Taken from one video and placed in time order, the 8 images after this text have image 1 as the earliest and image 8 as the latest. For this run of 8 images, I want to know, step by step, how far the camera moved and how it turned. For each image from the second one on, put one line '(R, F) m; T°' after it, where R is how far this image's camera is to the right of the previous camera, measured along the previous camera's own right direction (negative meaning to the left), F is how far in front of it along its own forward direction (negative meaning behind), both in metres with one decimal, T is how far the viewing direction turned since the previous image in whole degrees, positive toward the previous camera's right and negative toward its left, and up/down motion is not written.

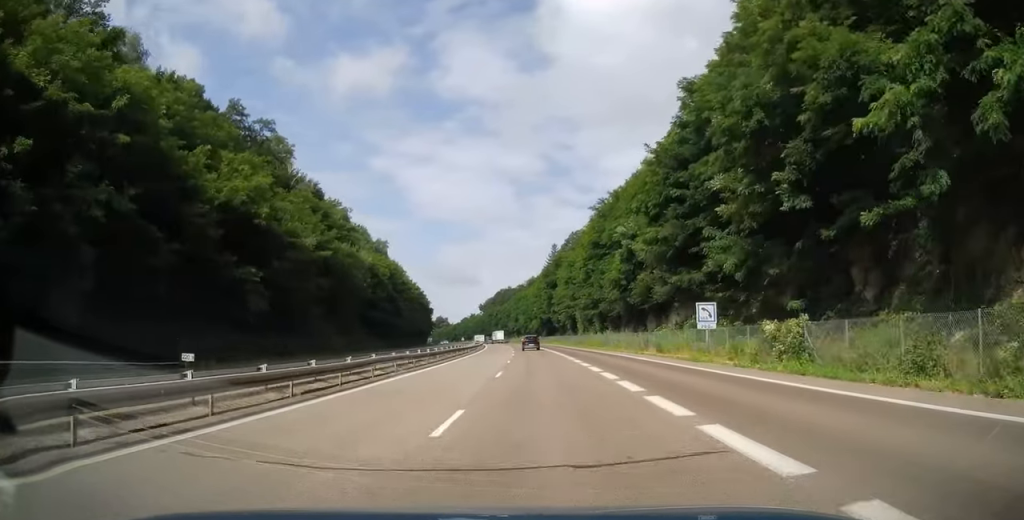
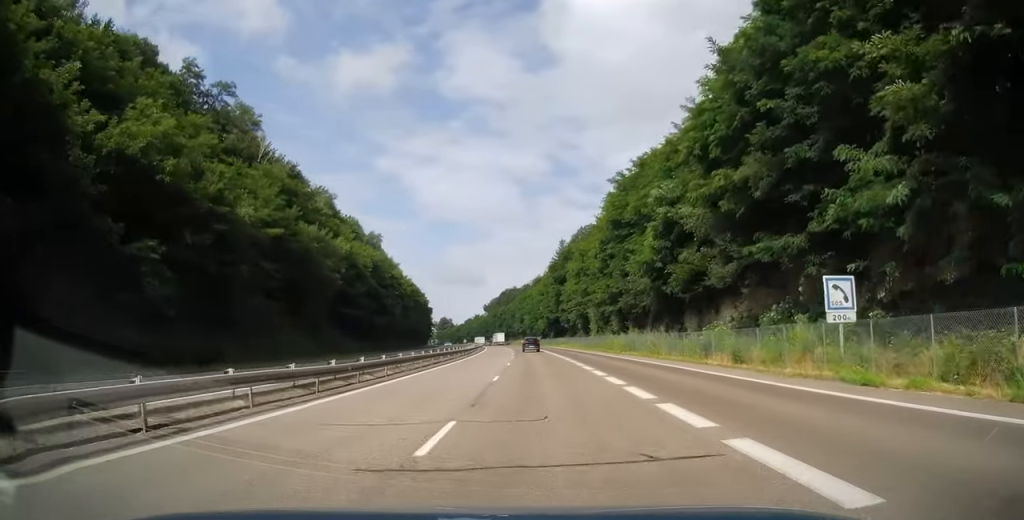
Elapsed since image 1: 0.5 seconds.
(-0.2, +14.1) m; -1°
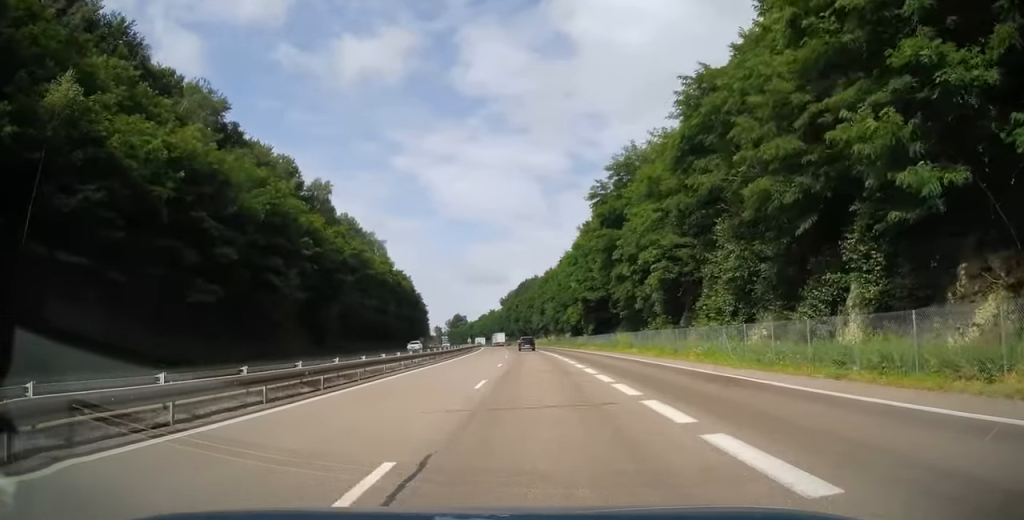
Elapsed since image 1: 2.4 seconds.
(-1.6, +55.1) m; -3°
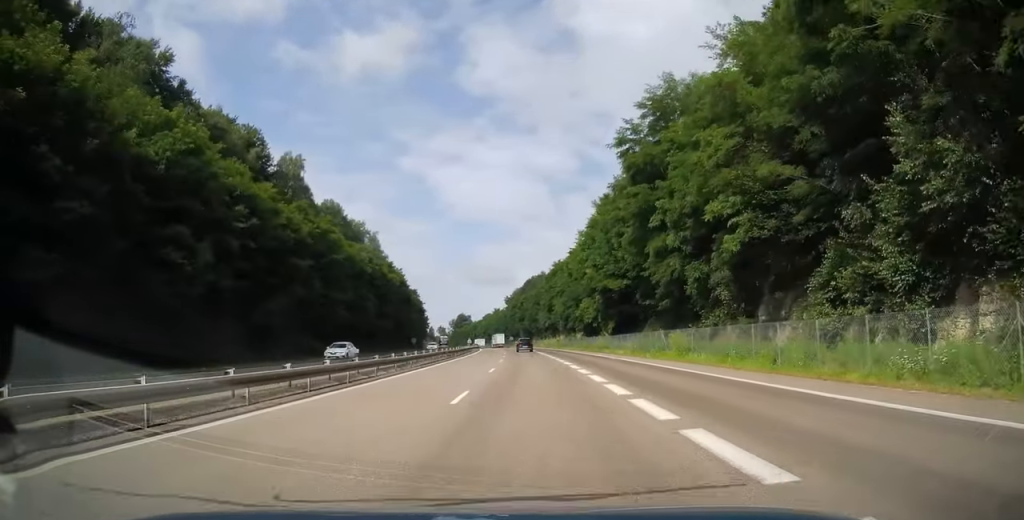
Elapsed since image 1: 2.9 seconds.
(-0.2, +16.6) m; -1°
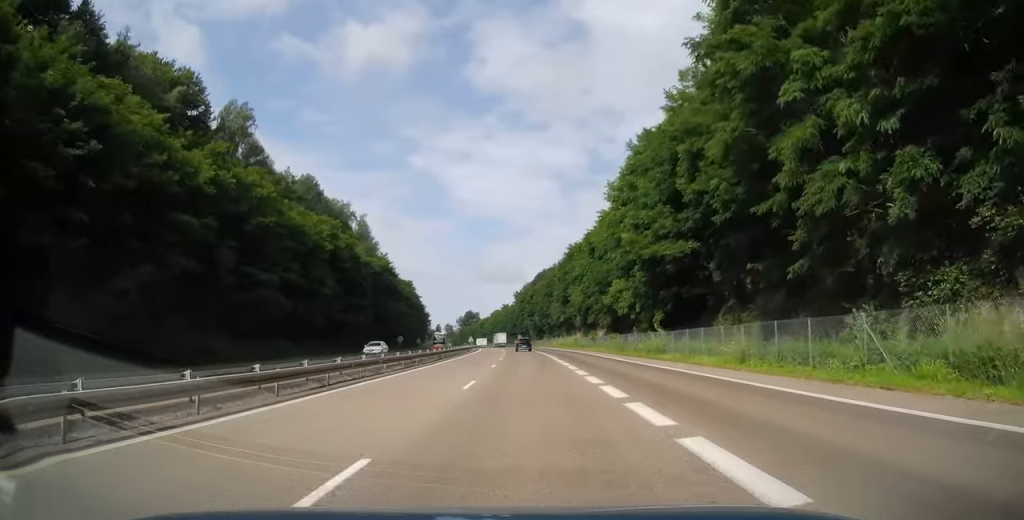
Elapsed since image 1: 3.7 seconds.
(-0.1, +22.0) m; -1°
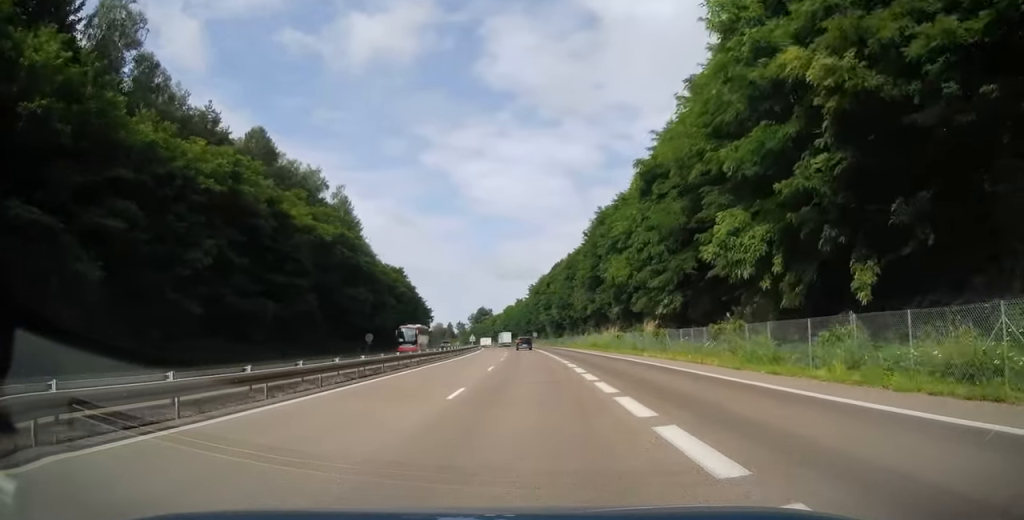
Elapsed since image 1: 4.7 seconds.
(-0.6, +28.9) m; -1°
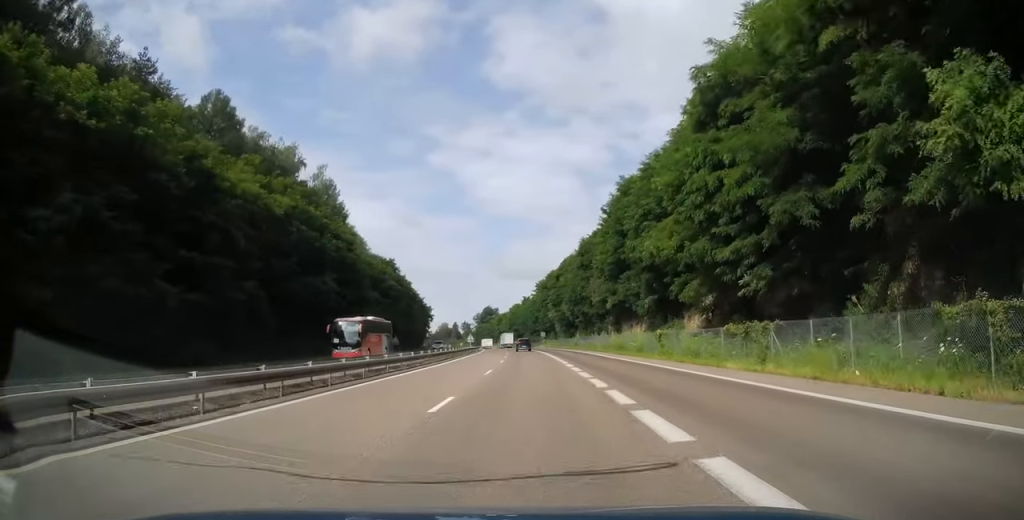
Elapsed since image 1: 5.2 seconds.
(-0.2, +15.2) m; -1°
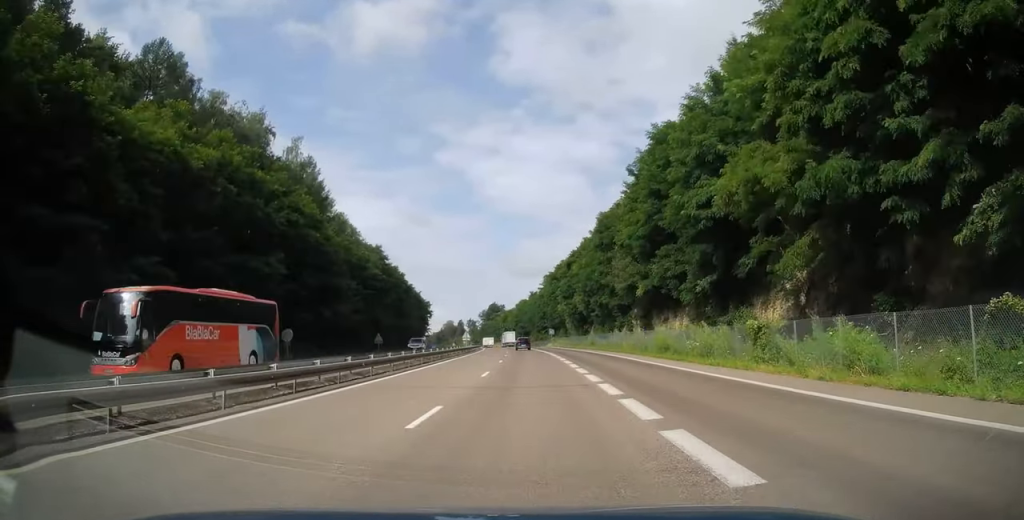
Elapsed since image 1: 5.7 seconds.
(+0.2, +15.2) m; -1°
